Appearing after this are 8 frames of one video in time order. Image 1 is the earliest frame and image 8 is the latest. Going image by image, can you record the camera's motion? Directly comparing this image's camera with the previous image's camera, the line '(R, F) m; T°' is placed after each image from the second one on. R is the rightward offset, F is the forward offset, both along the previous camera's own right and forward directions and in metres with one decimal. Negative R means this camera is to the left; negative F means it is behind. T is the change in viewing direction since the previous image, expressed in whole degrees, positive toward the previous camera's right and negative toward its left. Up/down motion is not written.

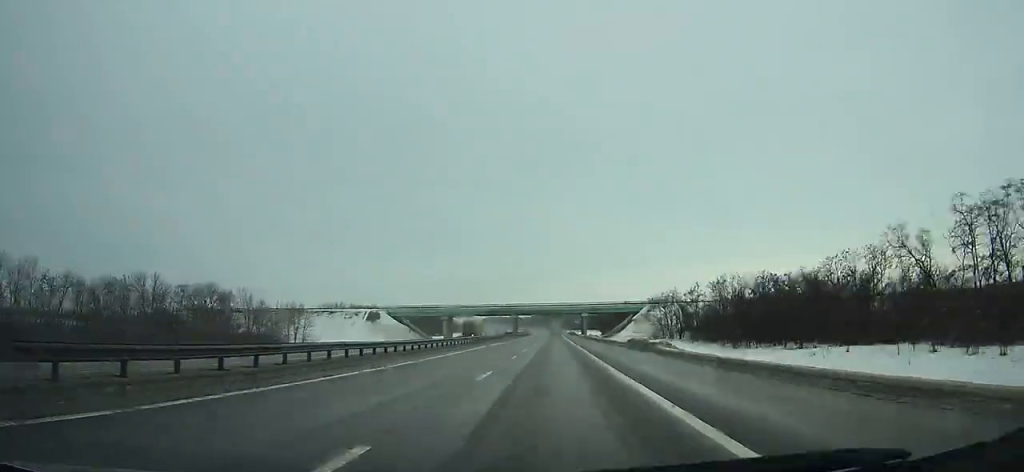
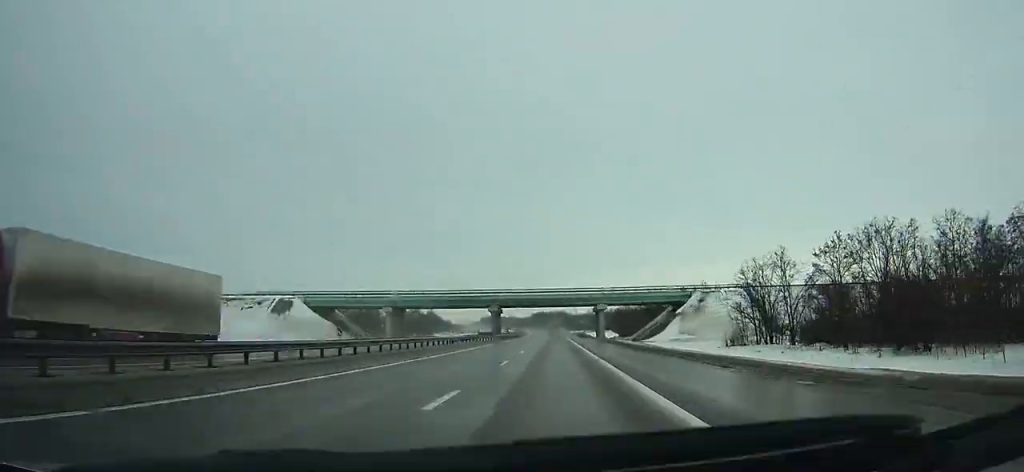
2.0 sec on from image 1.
(0.0, +55.1) m; 0°
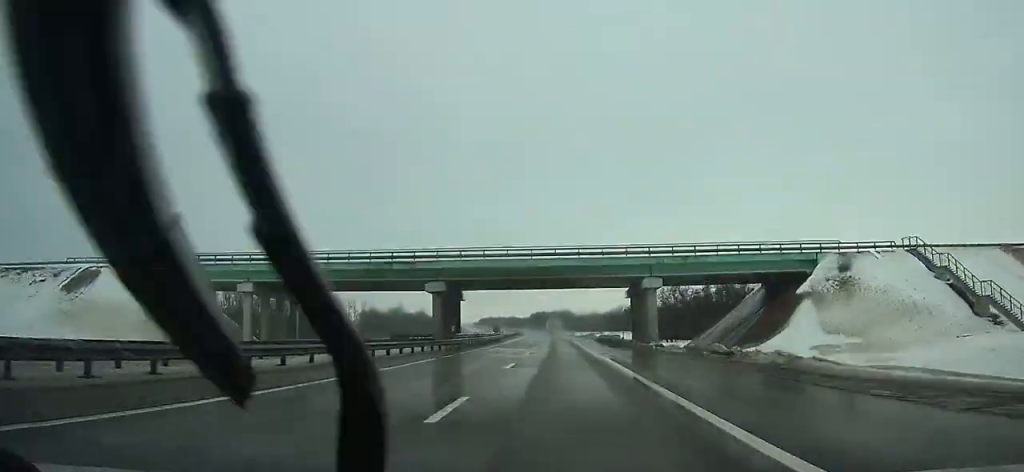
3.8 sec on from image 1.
(0.0, +49.2) m; 0°
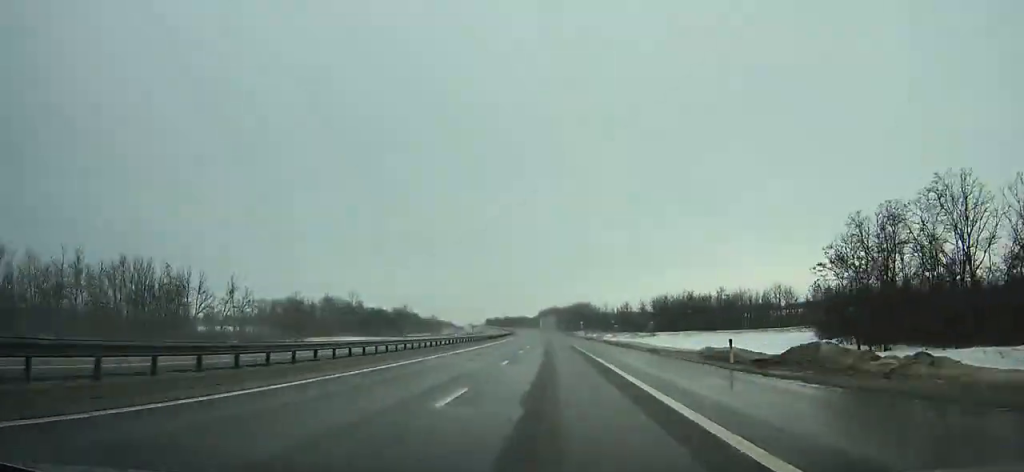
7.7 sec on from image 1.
(-0.8, +106.3) m; -1°
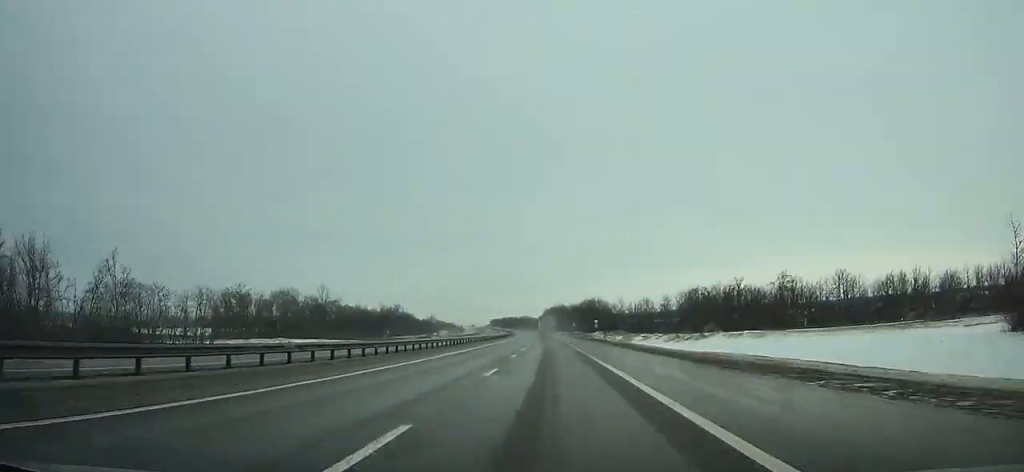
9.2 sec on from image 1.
(-0.3, +40.8) m; -1°
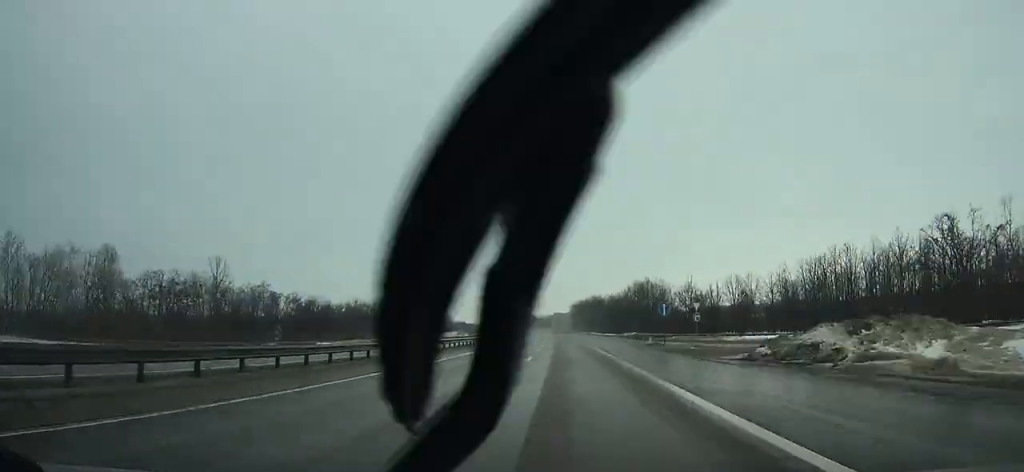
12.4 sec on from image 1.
(-1.7, +87.3) m; -2°
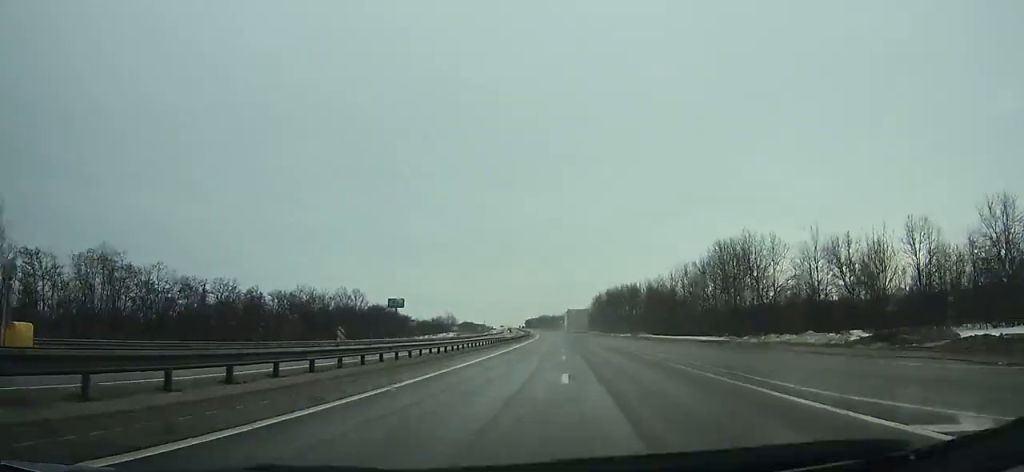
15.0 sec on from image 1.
(-1.2, +71.1) m; -1°
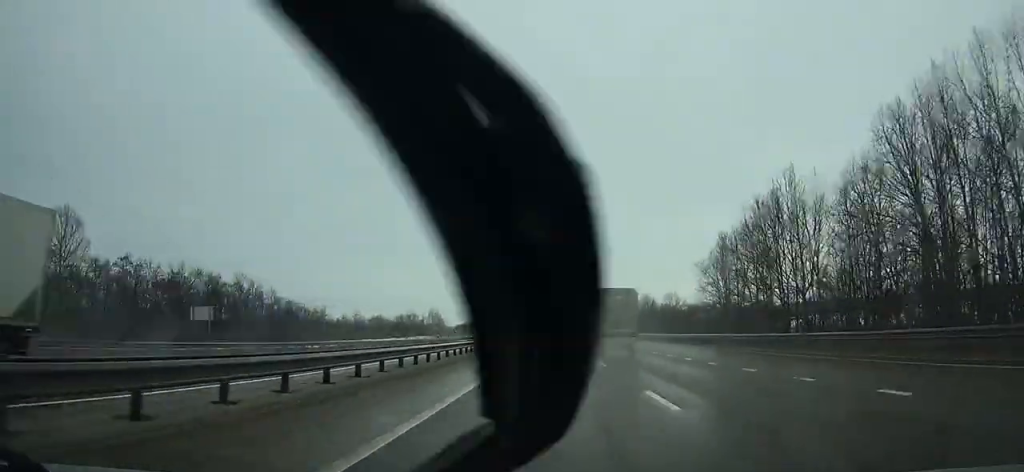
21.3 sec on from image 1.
(-2.3, +172.6) m; -2°
